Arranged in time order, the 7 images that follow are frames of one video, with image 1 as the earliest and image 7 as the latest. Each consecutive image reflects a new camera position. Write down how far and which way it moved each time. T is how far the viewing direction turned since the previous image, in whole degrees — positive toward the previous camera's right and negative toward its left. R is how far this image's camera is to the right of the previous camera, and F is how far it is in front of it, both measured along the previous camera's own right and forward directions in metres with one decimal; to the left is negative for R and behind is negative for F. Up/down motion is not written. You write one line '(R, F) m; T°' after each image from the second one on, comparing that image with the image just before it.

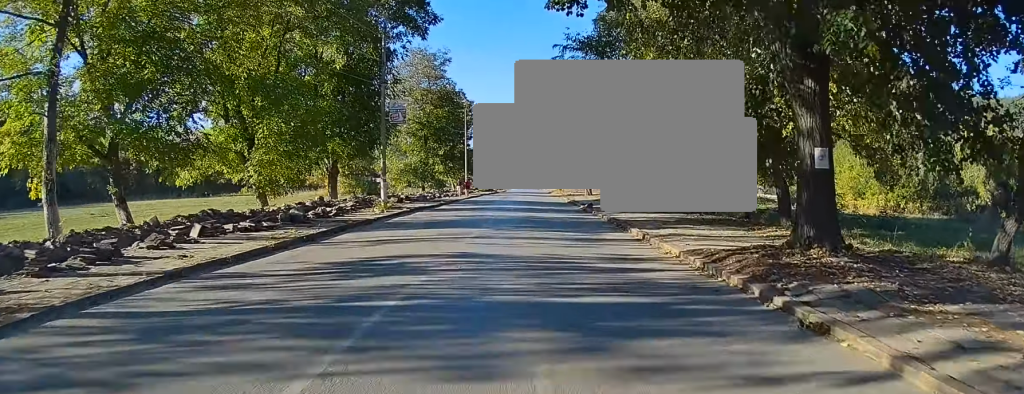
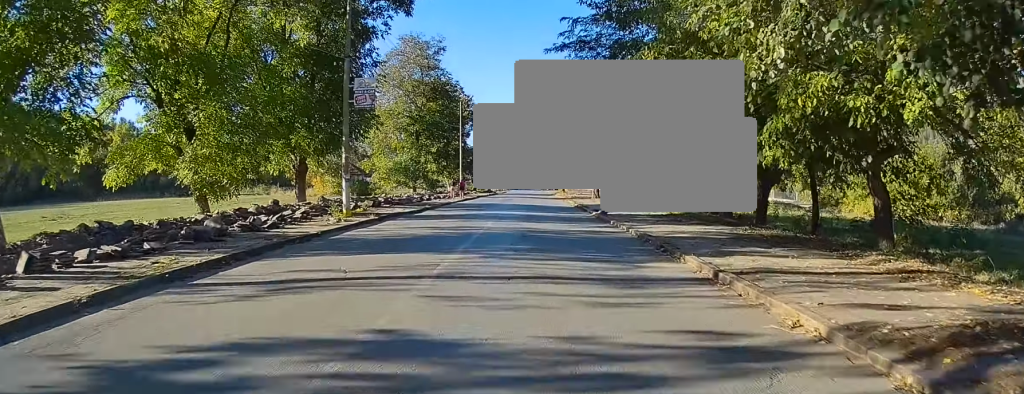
(-0.1, +6.2) m; 0°
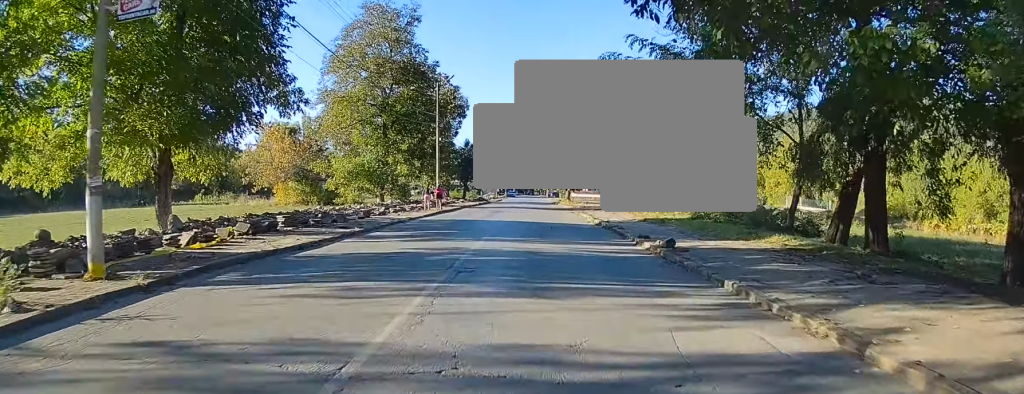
(-0.1, +13.8) m; 0°
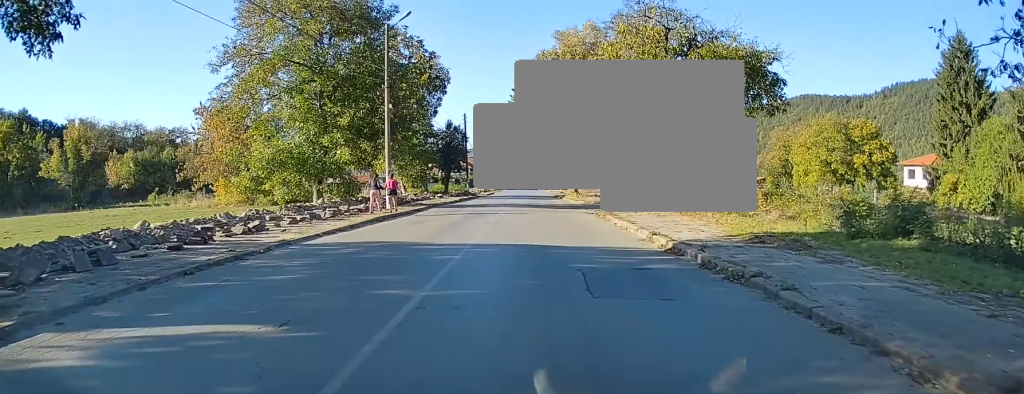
(+0.1, +14.8) m; +1°
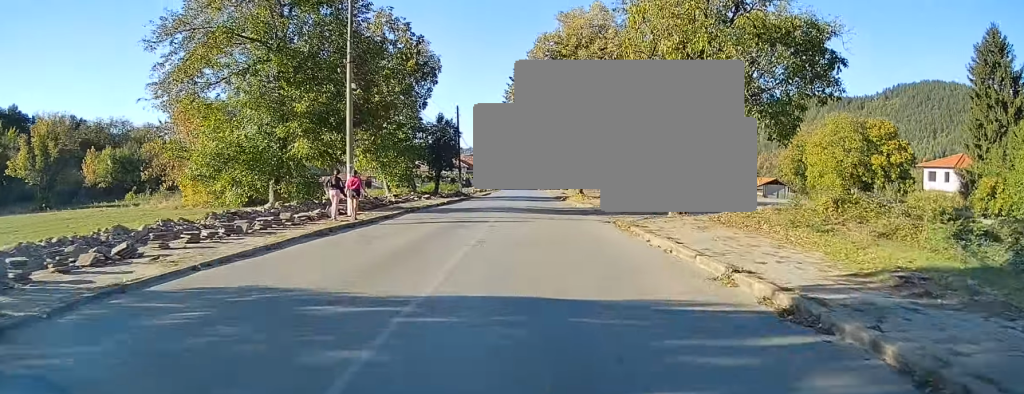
(0.0, +6.2) m; 0°
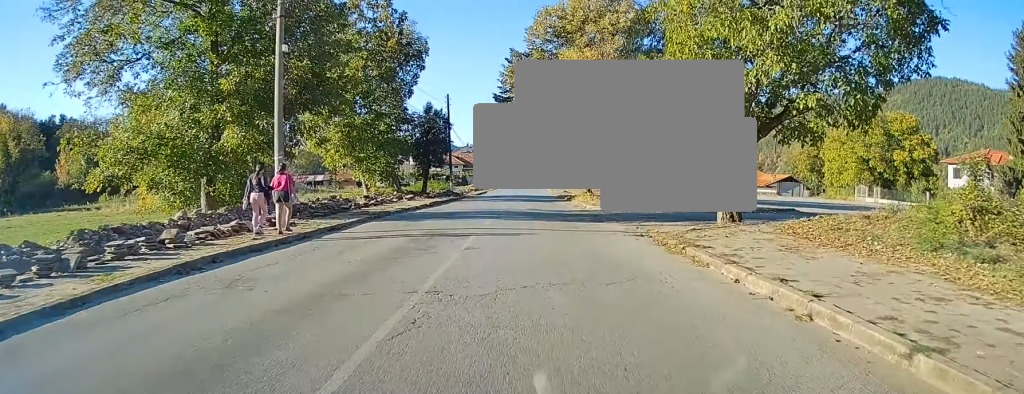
(0.0, +6.7) m; 0°
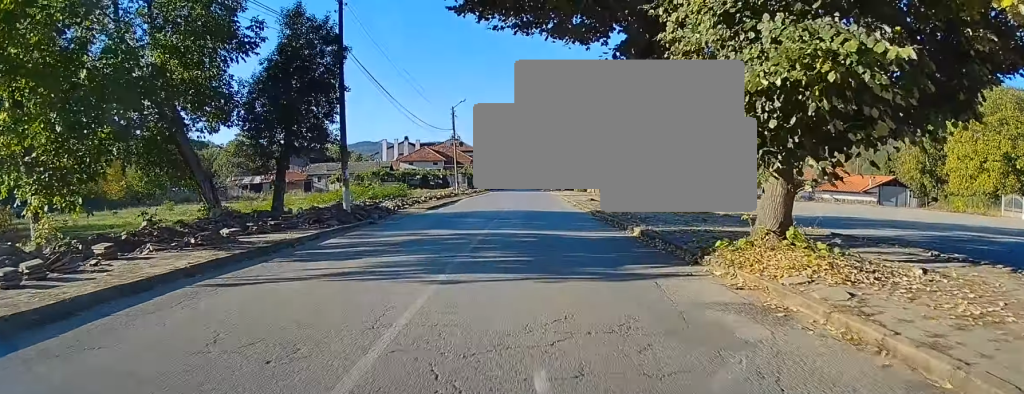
(-0.1, +31.7) m; 0°
